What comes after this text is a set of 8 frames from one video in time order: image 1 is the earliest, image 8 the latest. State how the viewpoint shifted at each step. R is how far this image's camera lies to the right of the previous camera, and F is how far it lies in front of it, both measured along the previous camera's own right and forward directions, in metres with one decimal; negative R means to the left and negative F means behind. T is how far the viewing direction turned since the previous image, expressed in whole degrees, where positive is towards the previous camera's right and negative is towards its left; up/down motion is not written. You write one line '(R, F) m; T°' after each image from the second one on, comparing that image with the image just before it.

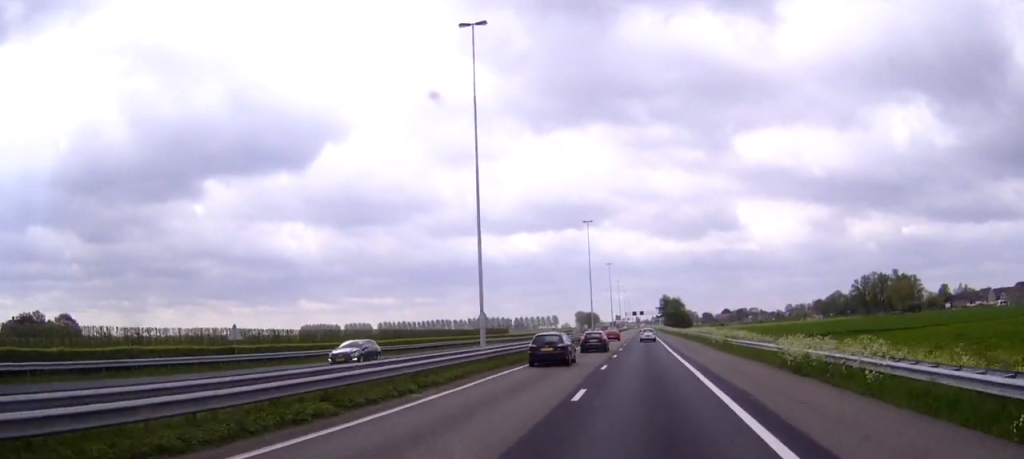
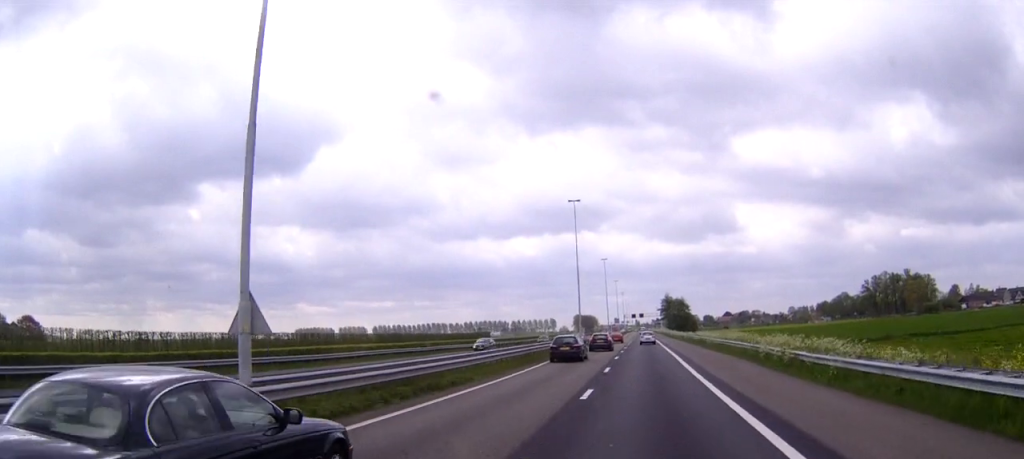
(+0.1, +22.7) m; 0°
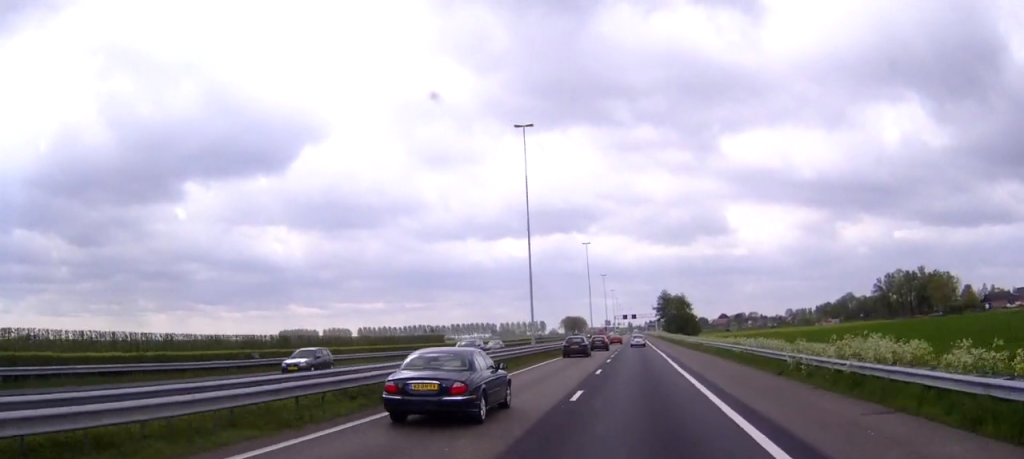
(0.0, +36.0) m; 0°
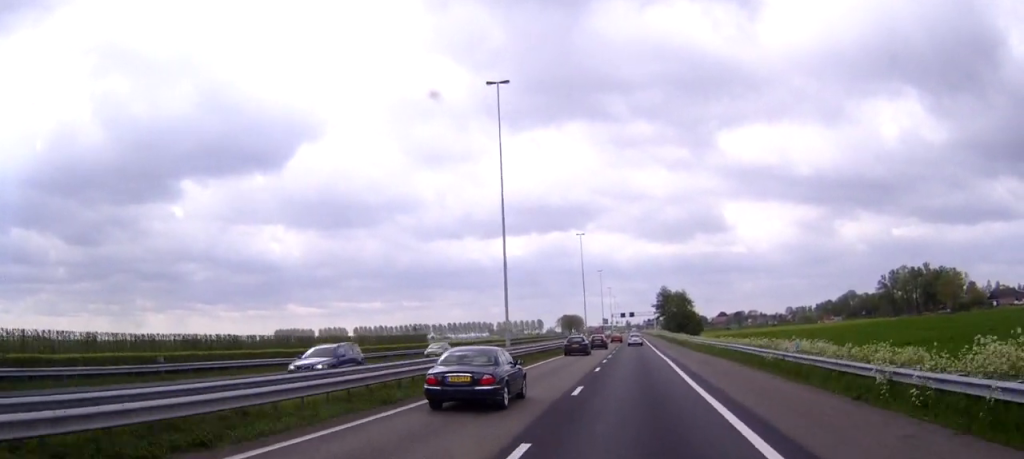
(0.0, +10.1) m; 0°
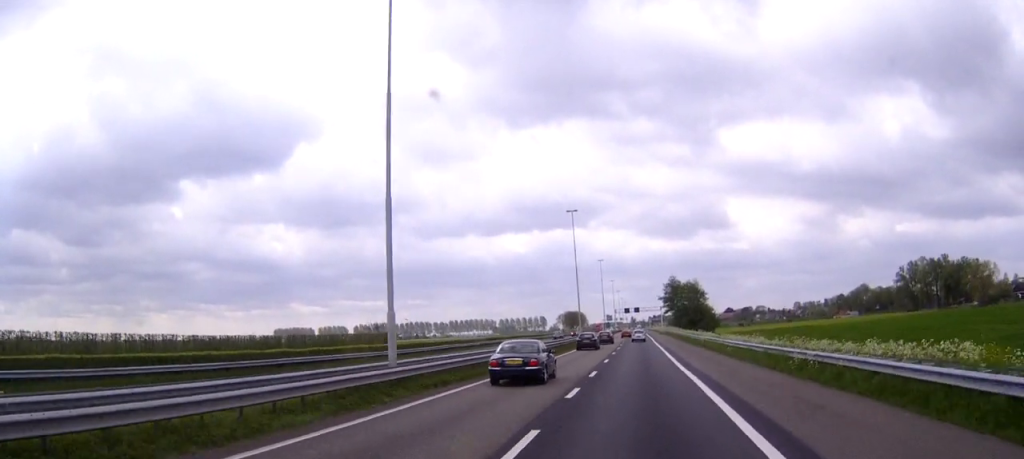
(0.0, +22.7) m; 0°
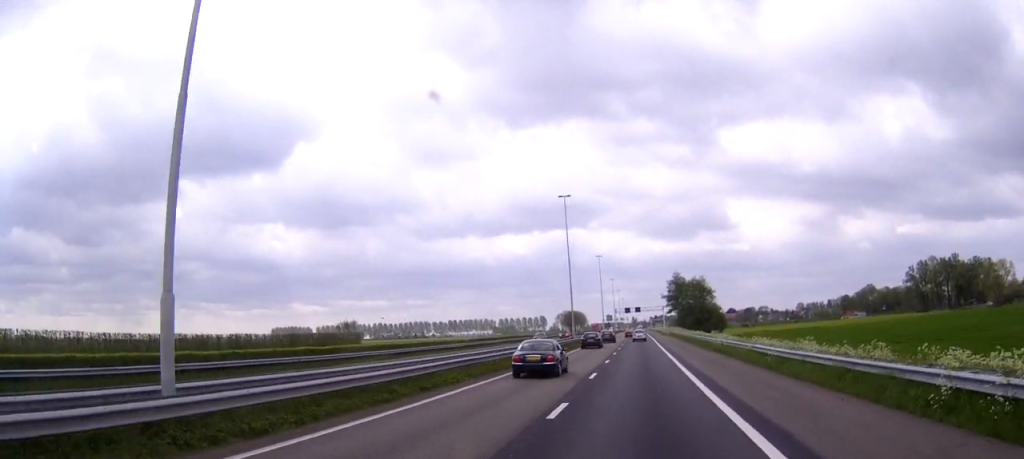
(0.0, +12.5) m; 0°
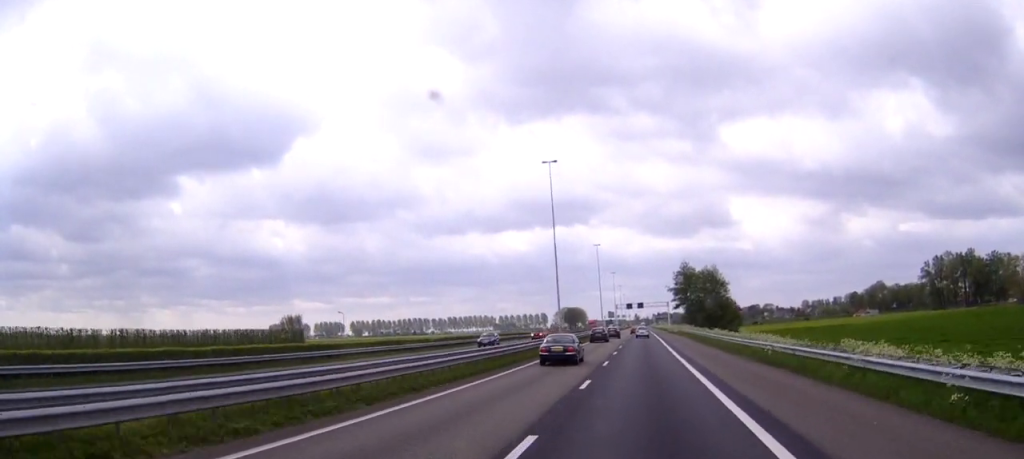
(-0.1, +17.9) m; 0°
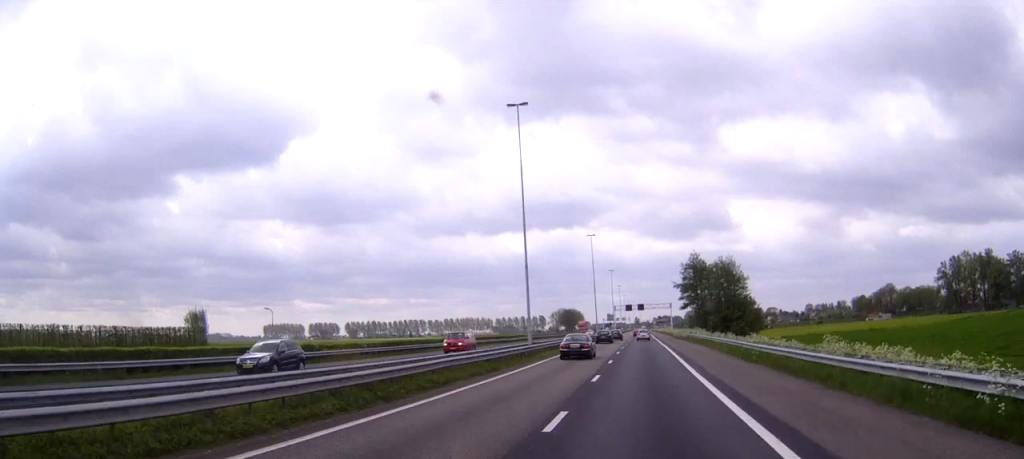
(0.0, +20.2) m; 0°
